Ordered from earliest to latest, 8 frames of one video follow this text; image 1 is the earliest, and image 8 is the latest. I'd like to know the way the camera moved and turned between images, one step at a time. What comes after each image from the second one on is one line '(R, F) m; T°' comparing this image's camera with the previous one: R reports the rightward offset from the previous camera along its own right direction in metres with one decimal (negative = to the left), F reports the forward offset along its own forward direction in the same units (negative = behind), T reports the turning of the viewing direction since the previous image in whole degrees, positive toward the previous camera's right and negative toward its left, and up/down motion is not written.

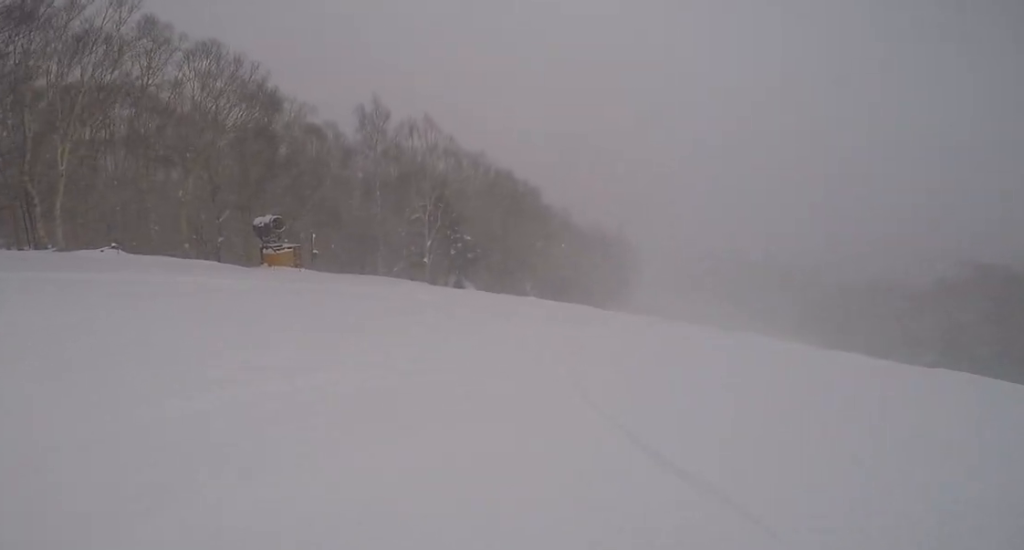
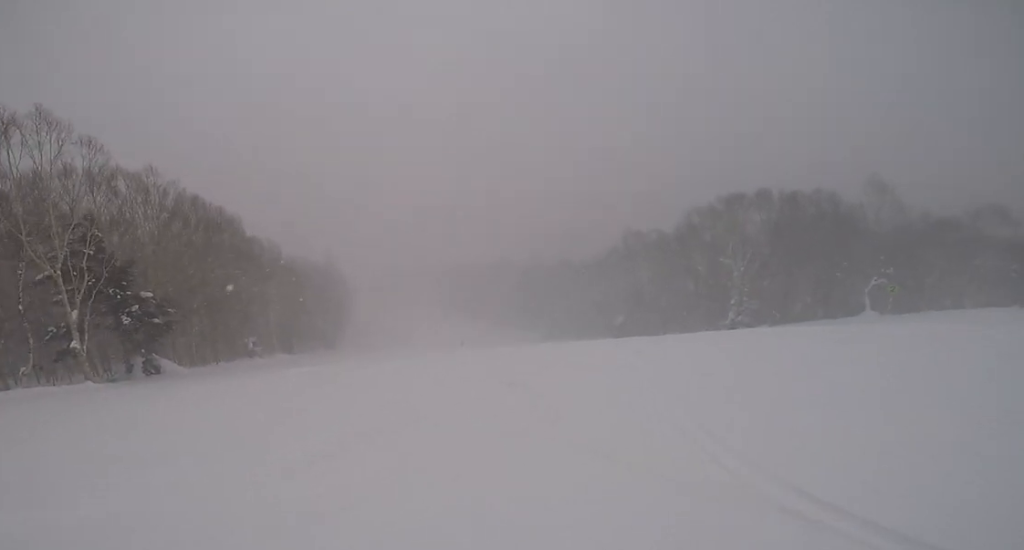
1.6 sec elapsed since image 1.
(-0.7, +10.0) m; +13°
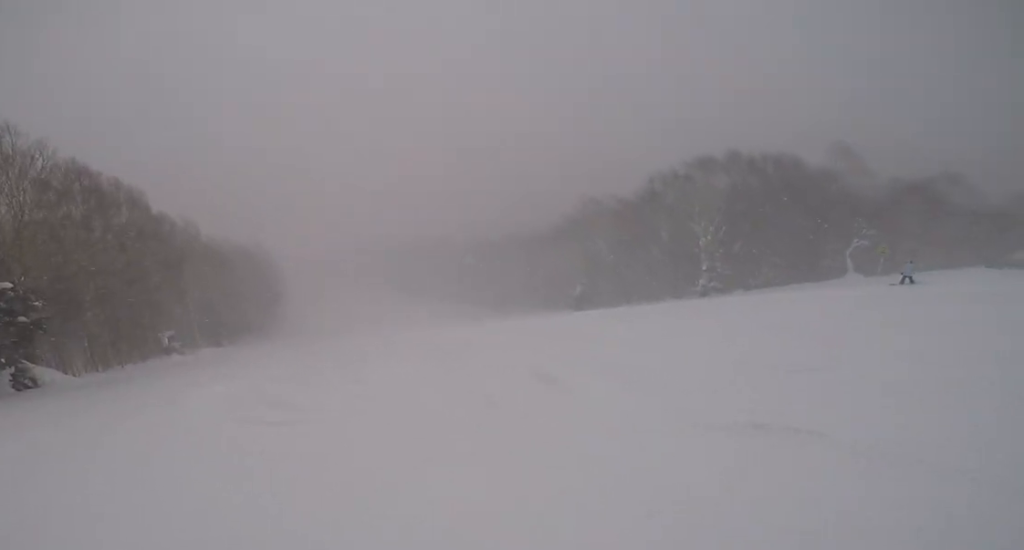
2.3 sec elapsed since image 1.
(+1.0, +4.9) m; +22°
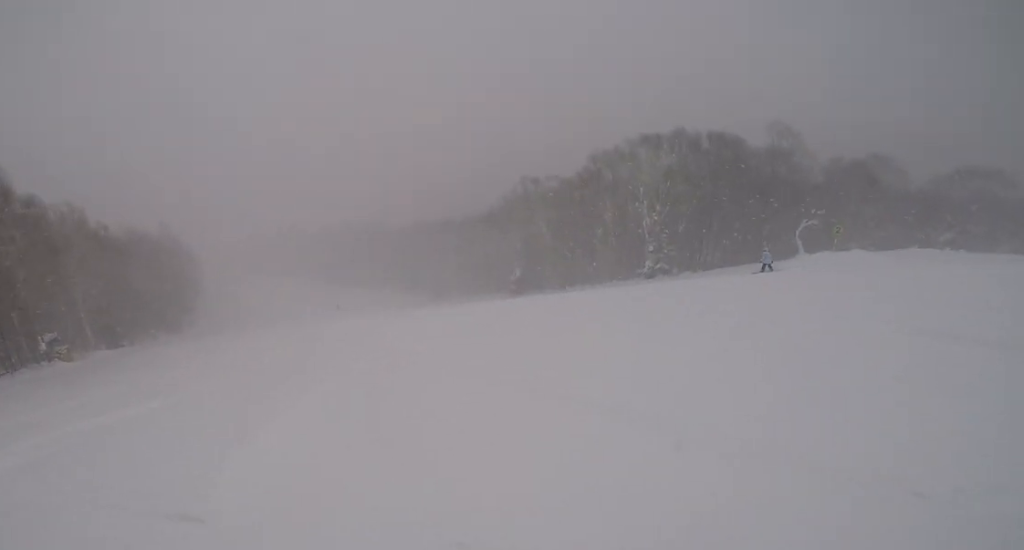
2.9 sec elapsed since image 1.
(+0.8, +3.8) m; +8°
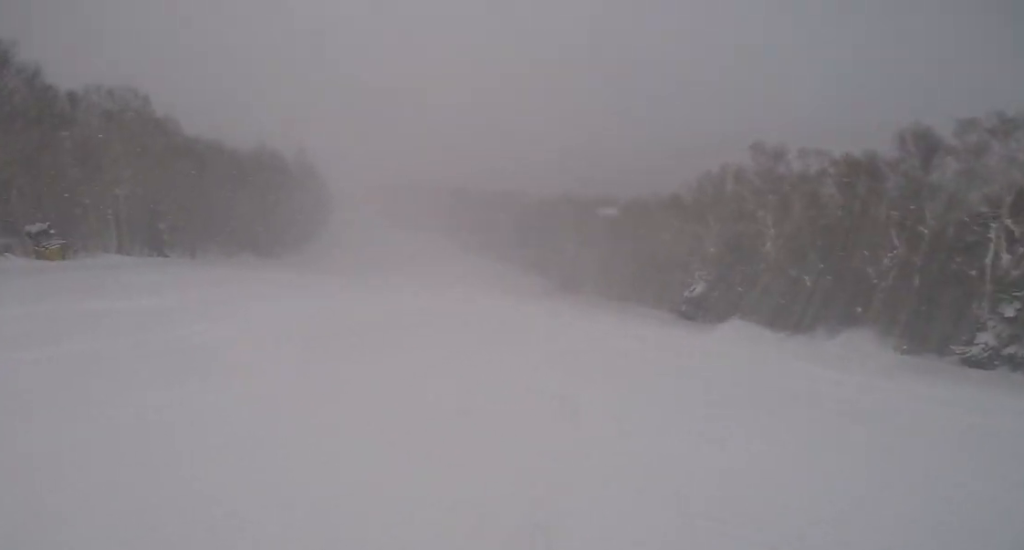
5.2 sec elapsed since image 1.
(-1.4, +15.4) m; -37°
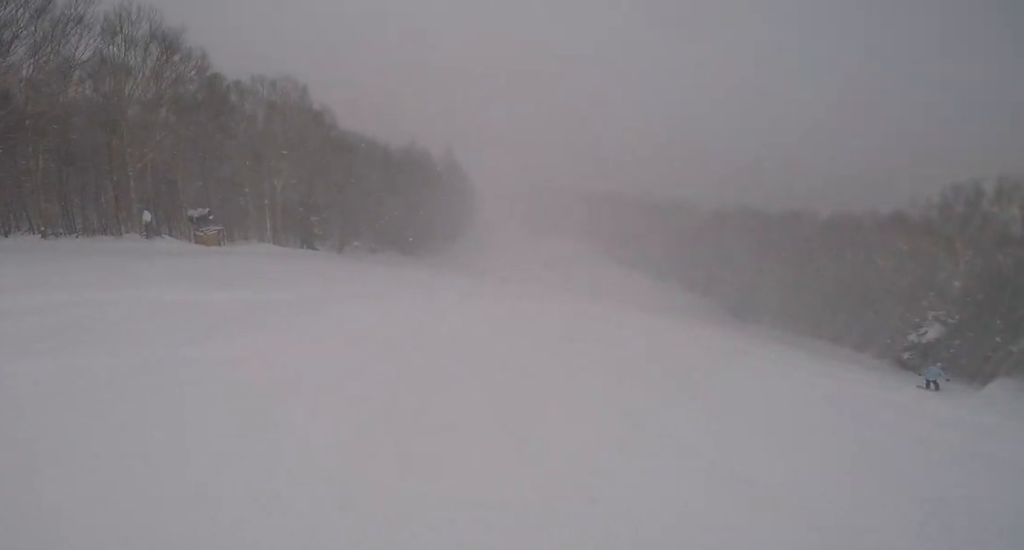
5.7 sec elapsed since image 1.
(-0.8, +2.8) m; -8°
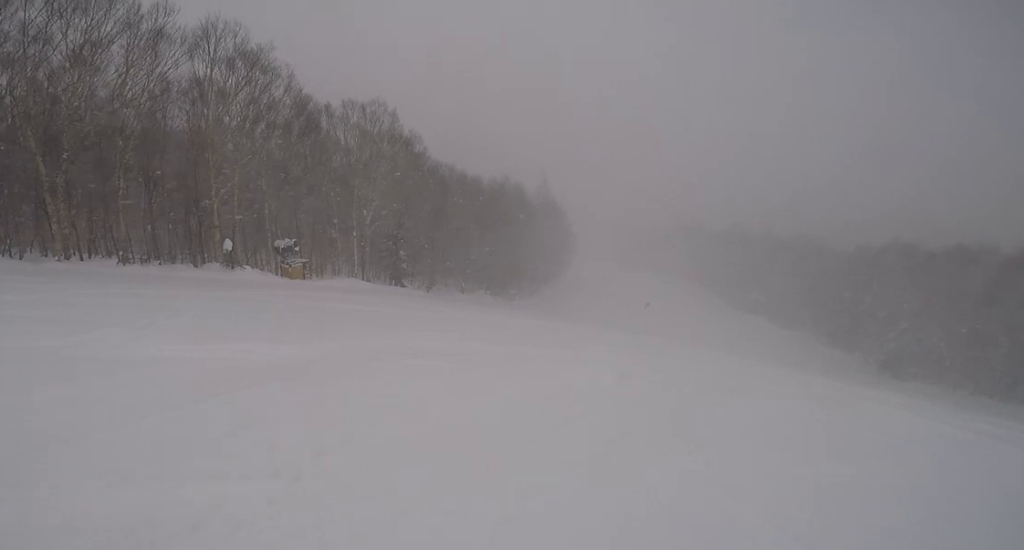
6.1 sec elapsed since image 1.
(-0.6, +3.2) m; -8°
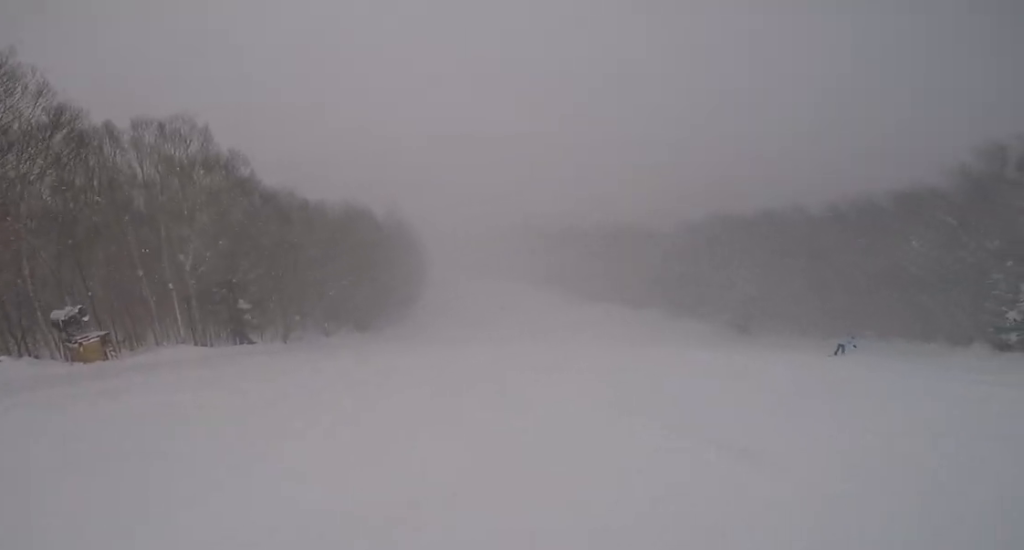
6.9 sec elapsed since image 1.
(-0.2, +5.5) m; +8°
